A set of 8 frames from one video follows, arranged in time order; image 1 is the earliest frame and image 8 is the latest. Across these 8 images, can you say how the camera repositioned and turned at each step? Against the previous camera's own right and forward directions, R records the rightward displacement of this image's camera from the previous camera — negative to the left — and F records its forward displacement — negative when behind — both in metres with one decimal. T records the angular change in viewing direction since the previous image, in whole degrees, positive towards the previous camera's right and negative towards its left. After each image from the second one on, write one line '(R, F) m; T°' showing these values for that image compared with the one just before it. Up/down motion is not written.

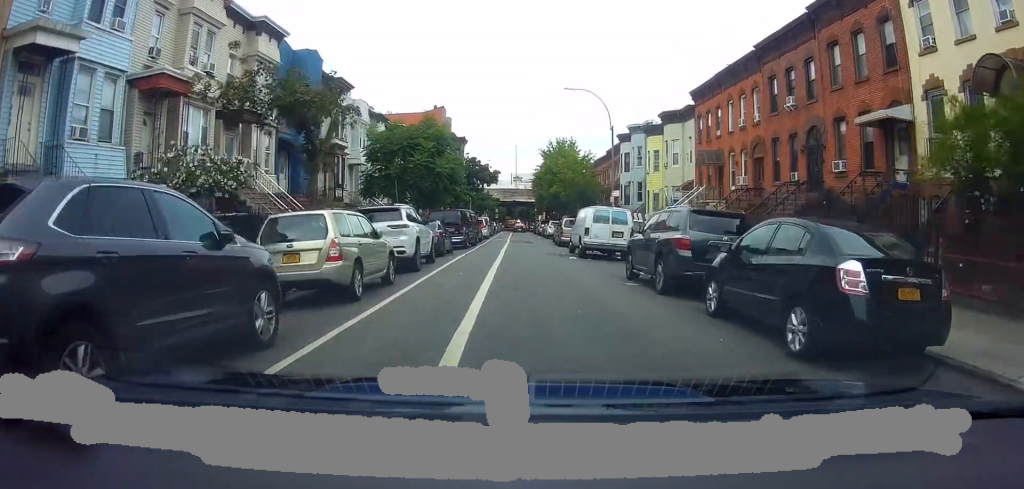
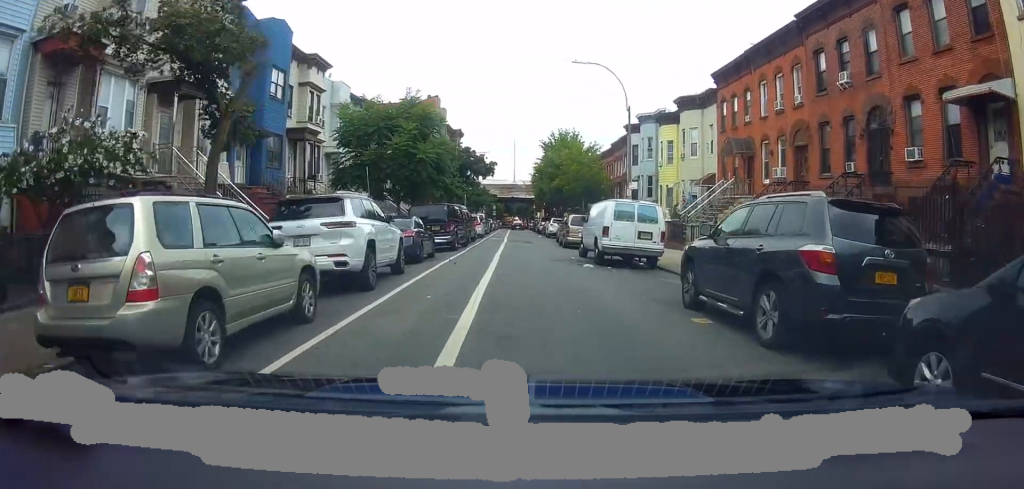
(+0.7, +5.1) m; +2°
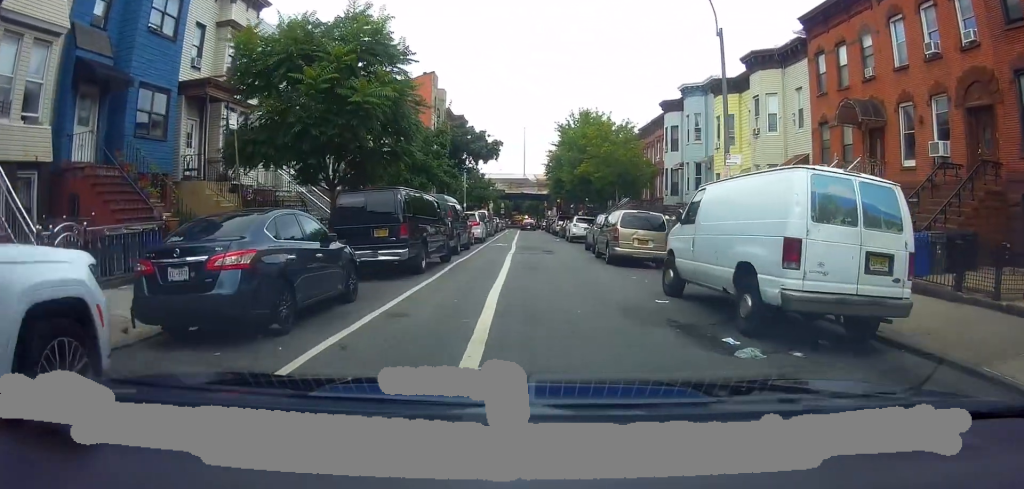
(-0.8, +11.5) m; -3°
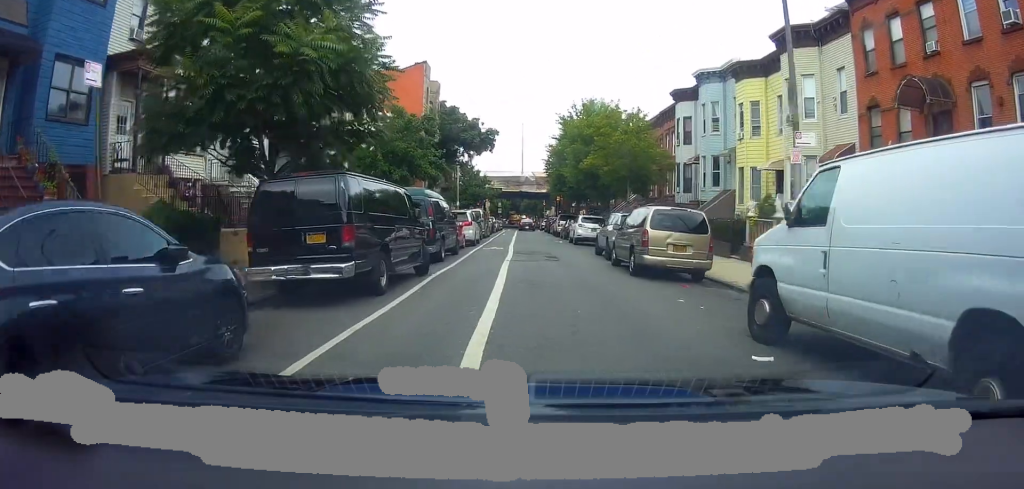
(-0.1, +4.1) m; +2°
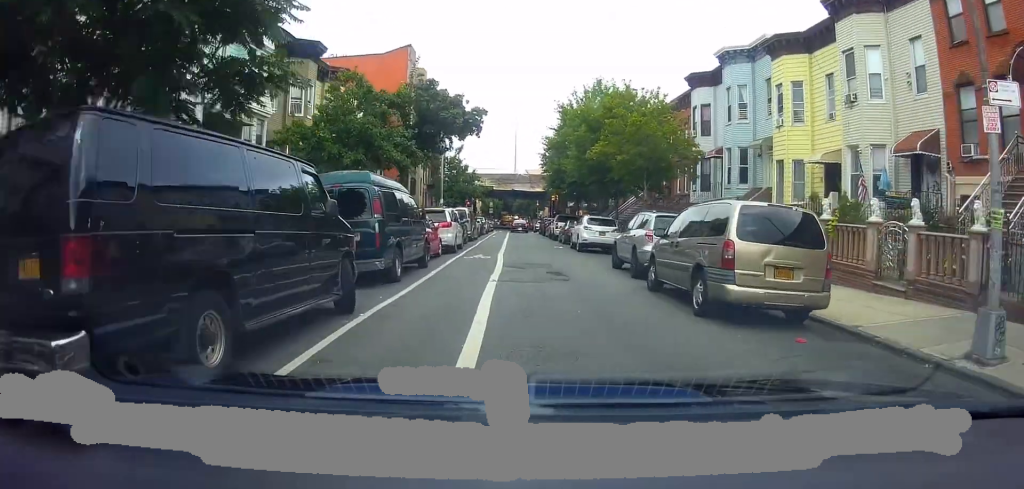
(+0.3, +5.4) m; +5°
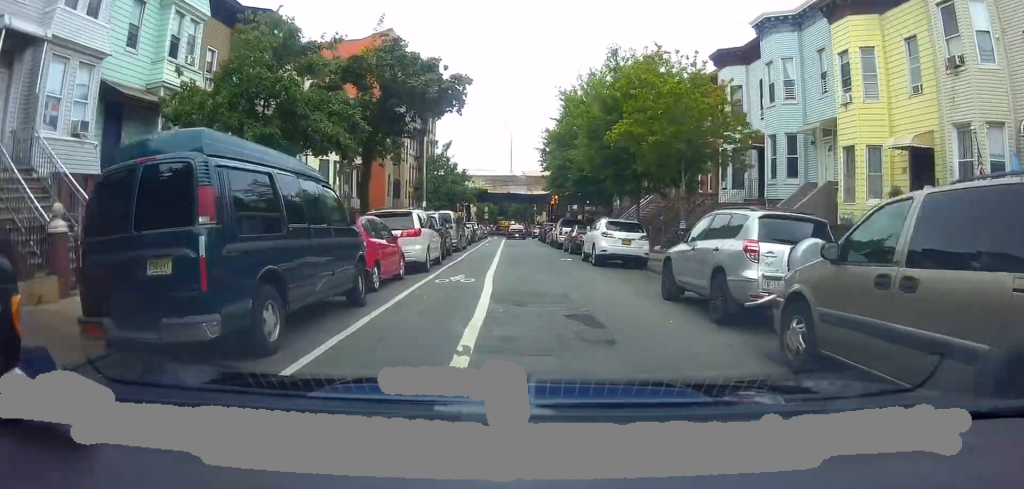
(+0.2, +6.3) m; 0°
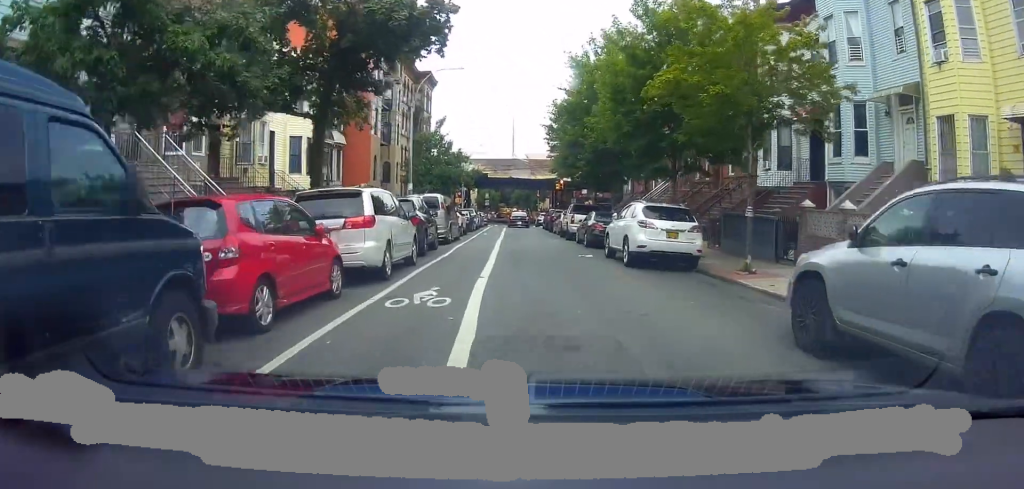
(-0.1, +5.4) m; -4°
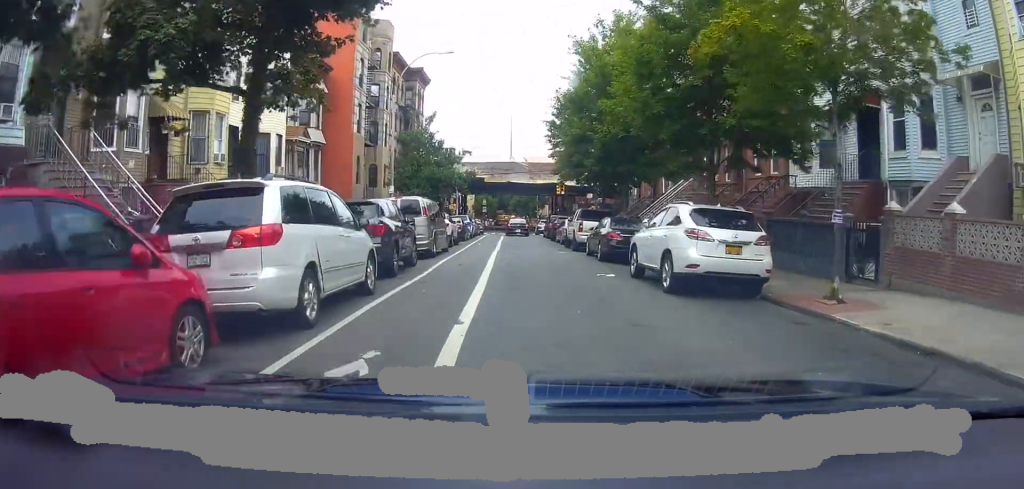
(-0.1, +4.1) m; -2°
